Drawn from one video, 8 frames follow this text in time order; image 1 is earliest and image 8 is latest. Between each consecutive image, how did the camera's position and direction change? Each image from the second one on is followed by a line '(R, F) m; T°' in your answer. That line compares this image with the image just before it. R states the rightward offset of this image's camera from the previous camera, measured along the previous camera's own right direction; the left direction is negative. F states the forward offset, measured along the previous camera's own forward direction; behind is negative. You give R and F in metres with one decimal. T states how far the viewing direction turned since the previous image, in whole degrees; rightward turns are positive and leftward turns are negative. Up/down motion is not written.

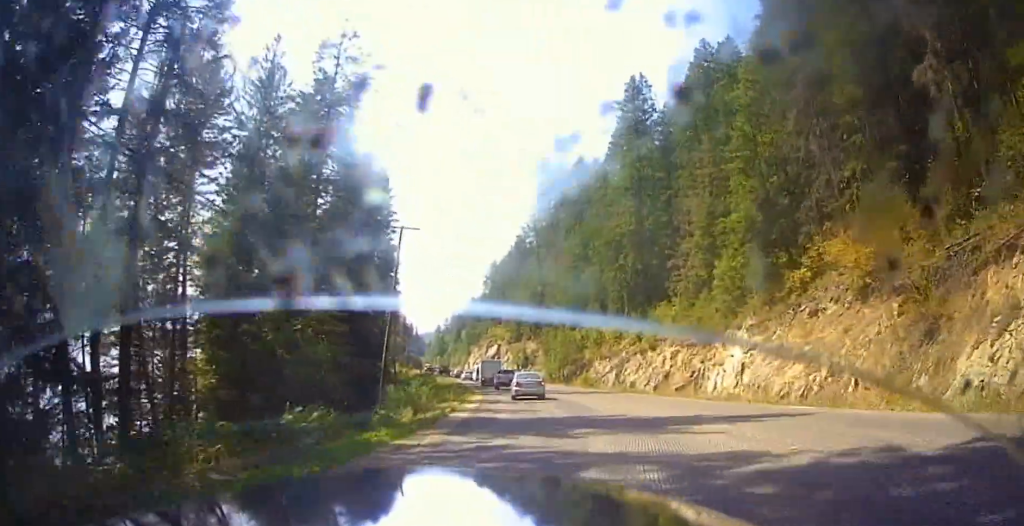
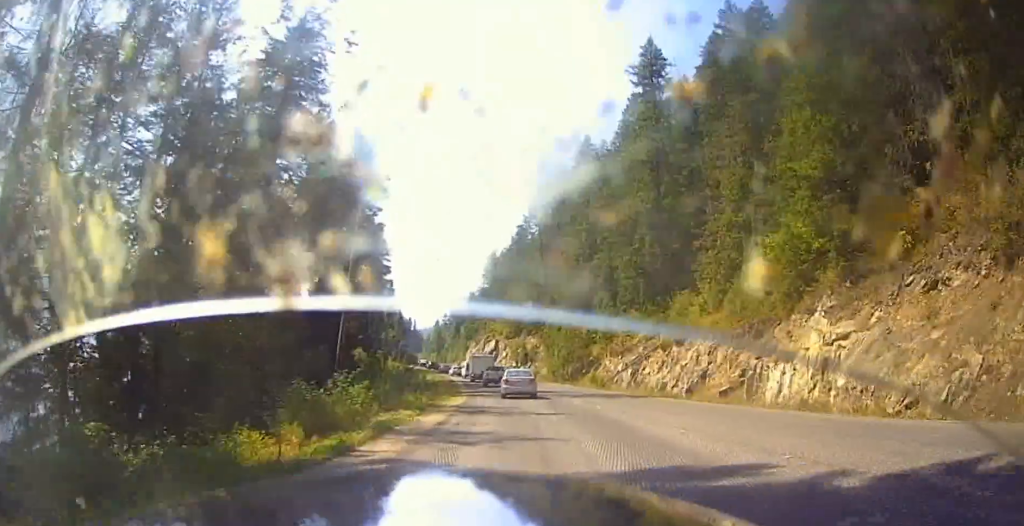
(-0.2, +10.4) m; -1°
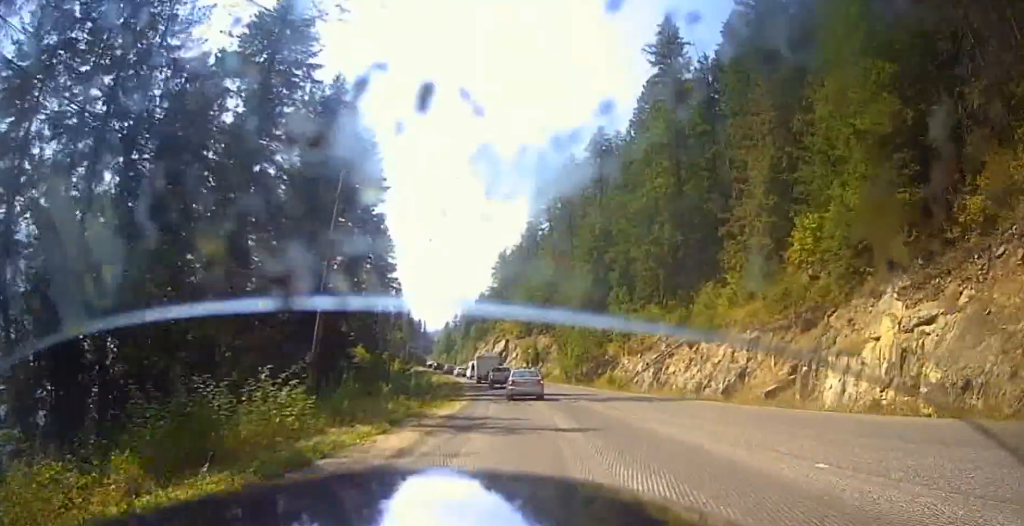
(0.0, +5.3) m; -1°
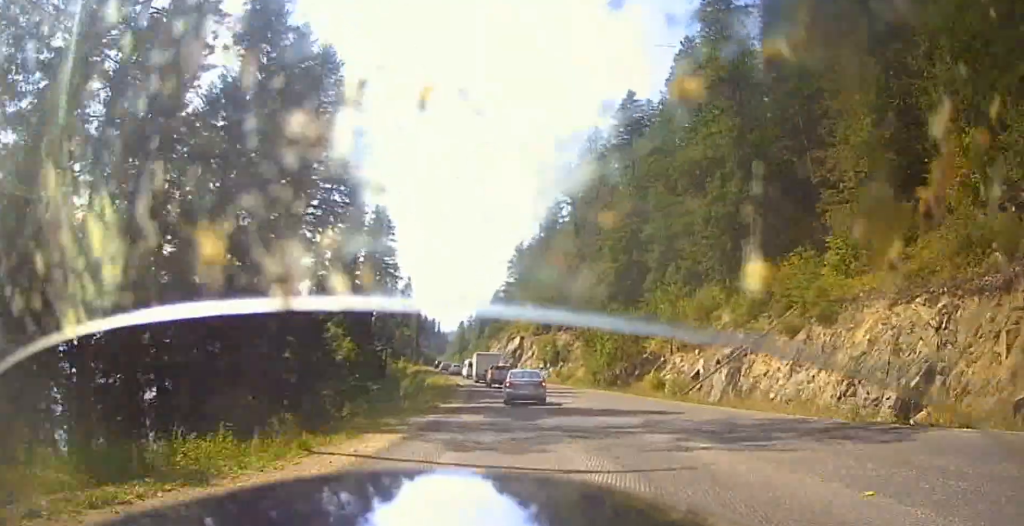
(-0.8, +15.9) m; -3°
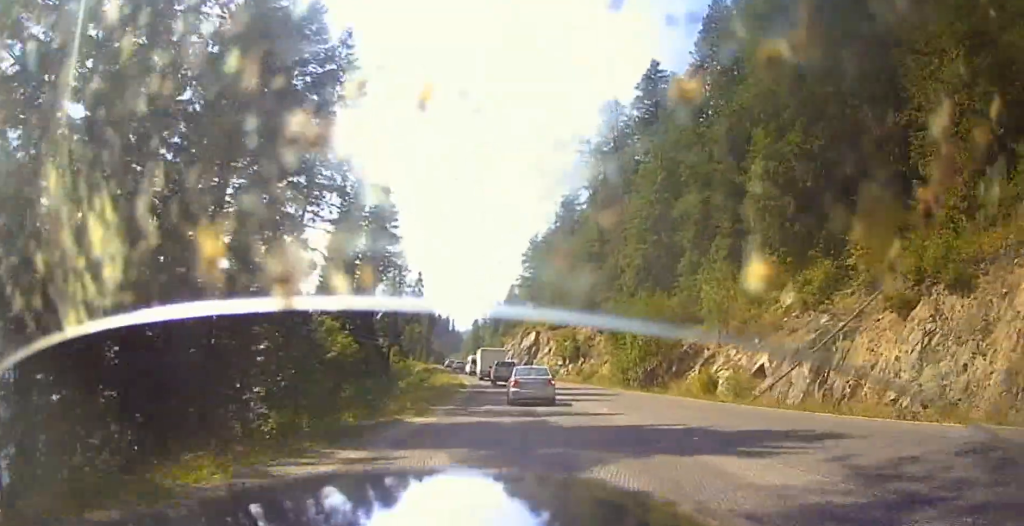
(+0.3, +9.1) m; -4°
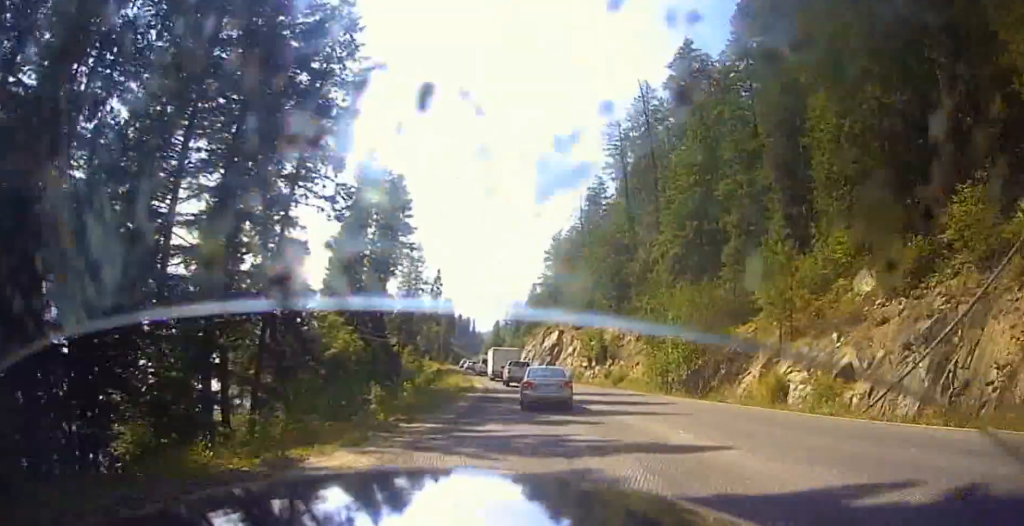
(-0.9, +7.2) m; 0°
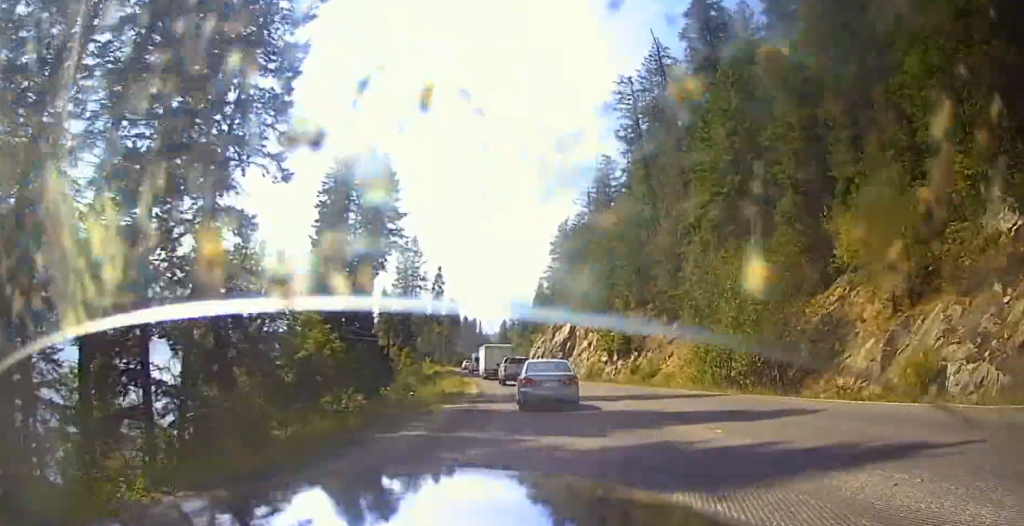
(+1.3, +11.4) m; +5°
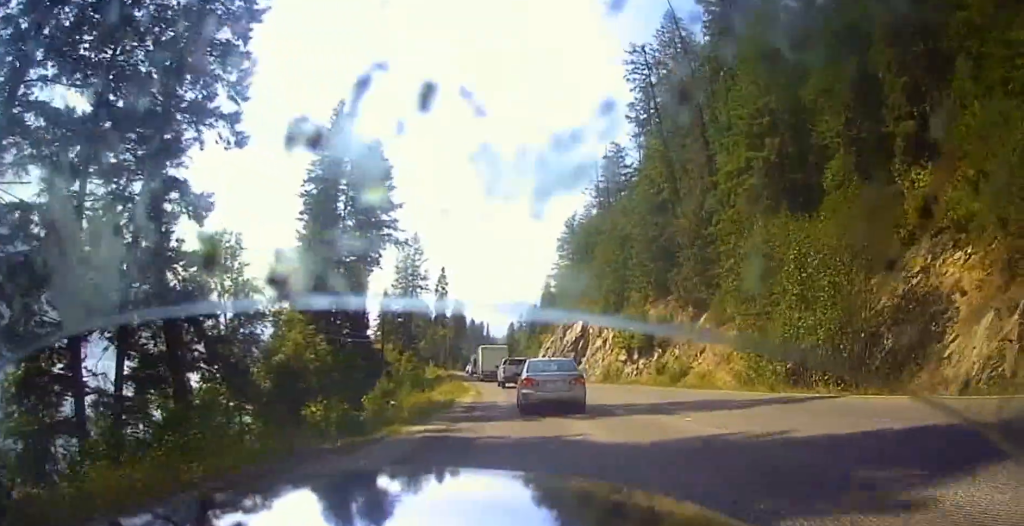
(-0.1, +7.2) m; 0°
